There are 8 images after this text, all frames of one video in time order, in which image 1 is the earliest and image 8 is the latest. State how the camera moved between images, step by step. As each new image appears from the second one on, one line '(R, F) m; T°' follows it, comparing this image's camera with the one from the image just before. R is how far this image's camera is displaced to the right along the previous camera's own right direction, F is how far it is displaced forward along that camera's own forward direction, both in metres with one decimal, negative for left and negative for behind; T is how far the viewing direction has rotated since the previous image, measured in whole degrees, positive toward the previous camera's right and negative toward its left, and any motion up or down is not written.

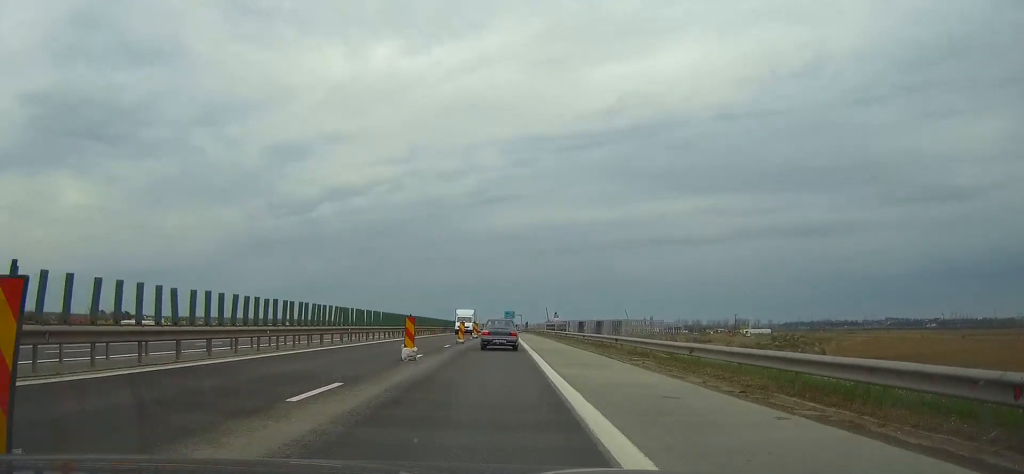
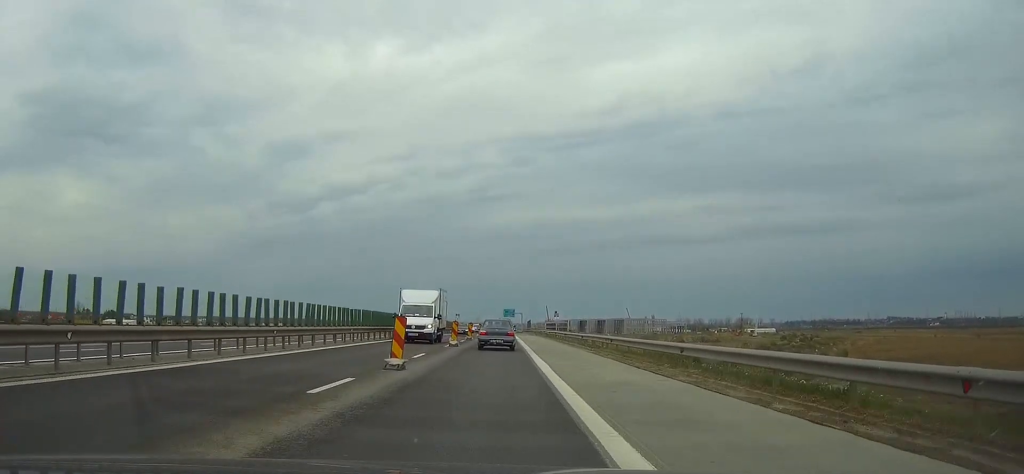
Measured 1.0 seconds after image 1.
(0.0, +23.3) m; 0°
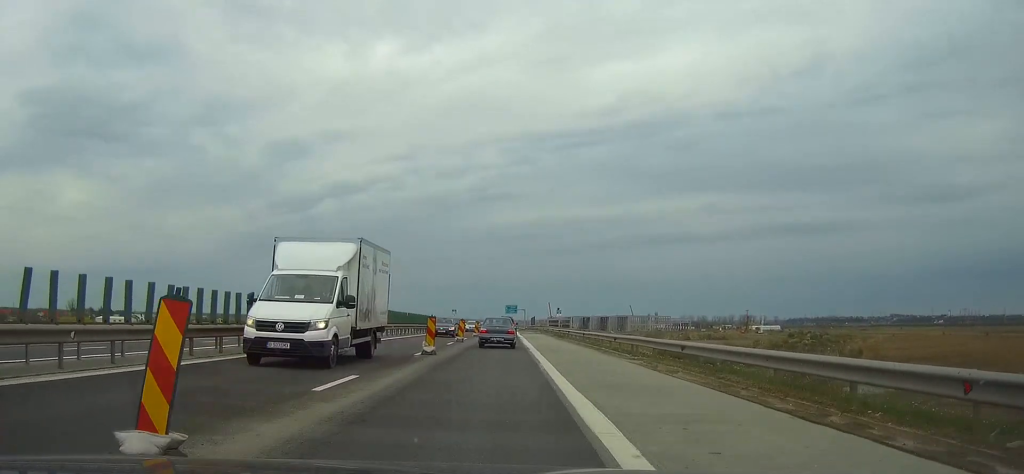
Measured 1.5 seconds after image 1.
(0.0, +12.0) m; 0°
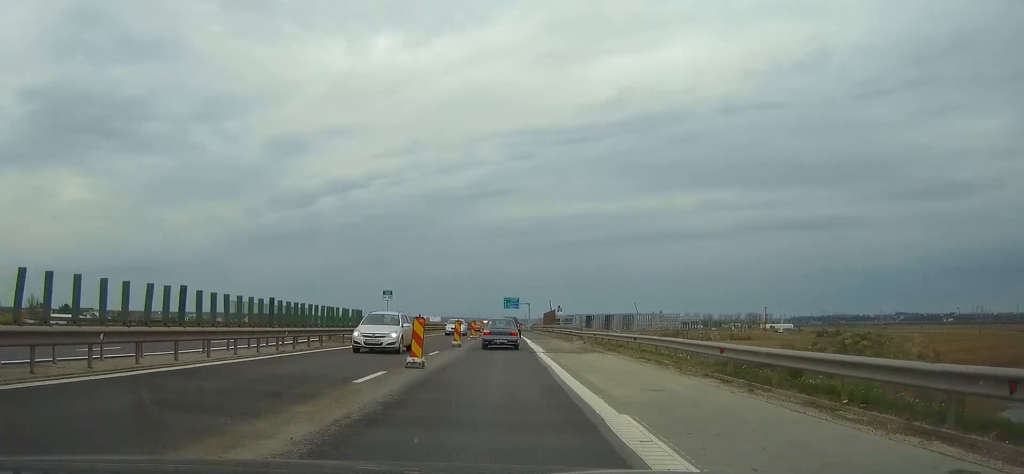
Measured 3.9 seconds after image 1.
(-0.3, +58.7) m; 0°
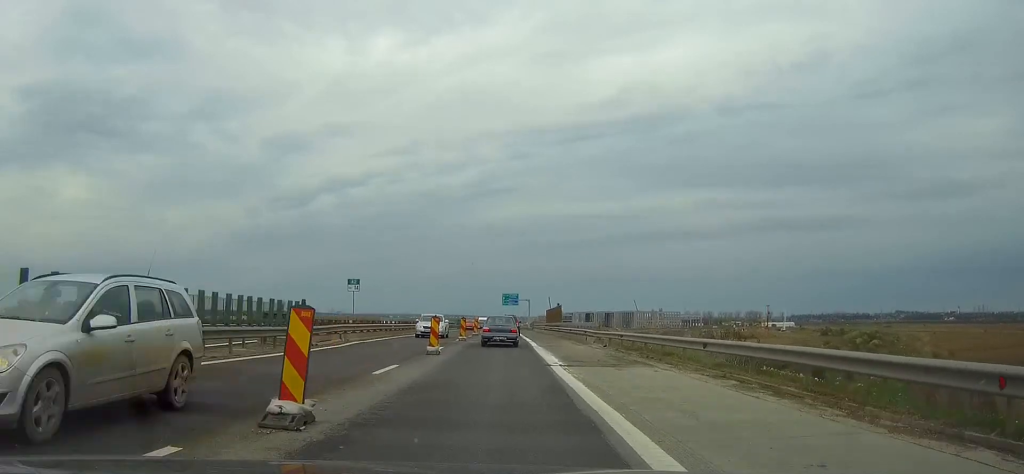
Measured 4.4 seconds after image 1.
(+0.1, +10.2) m; 0°
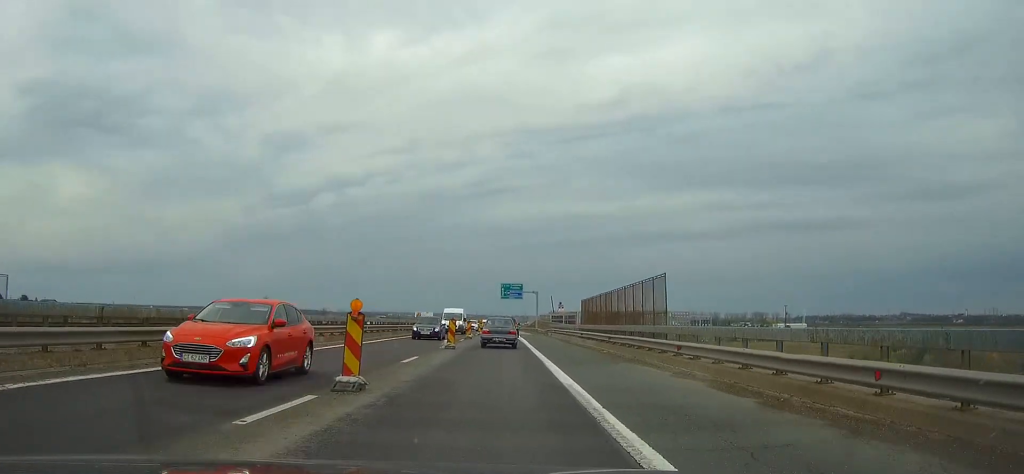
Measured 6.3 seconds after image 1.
(+0.3, +44.2) m; +1°
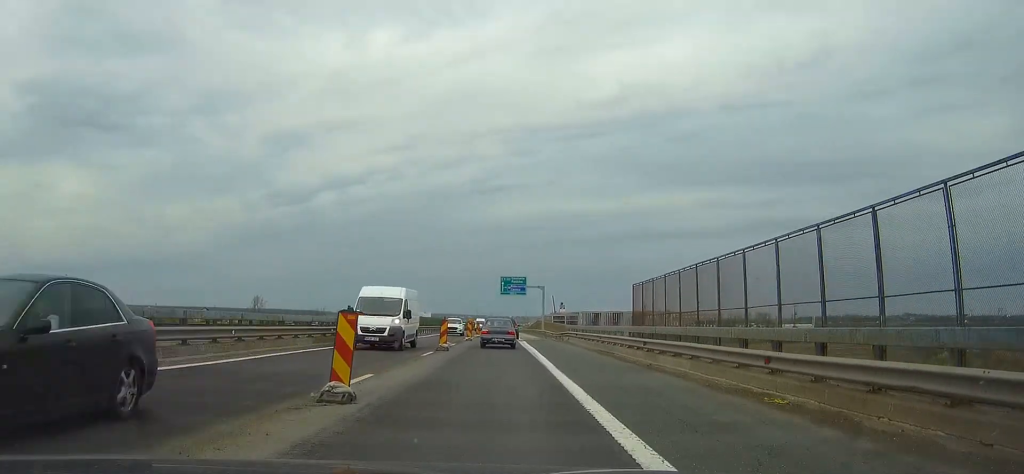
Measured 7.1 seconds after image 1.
(0.0, +20.0) m; 0°
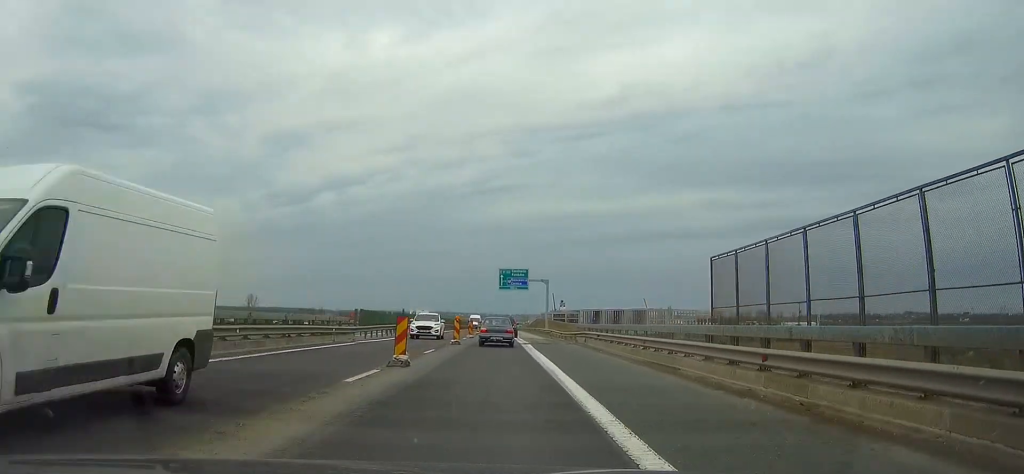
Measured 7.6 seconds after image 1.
(-0.1, +11.5) m; 0°
